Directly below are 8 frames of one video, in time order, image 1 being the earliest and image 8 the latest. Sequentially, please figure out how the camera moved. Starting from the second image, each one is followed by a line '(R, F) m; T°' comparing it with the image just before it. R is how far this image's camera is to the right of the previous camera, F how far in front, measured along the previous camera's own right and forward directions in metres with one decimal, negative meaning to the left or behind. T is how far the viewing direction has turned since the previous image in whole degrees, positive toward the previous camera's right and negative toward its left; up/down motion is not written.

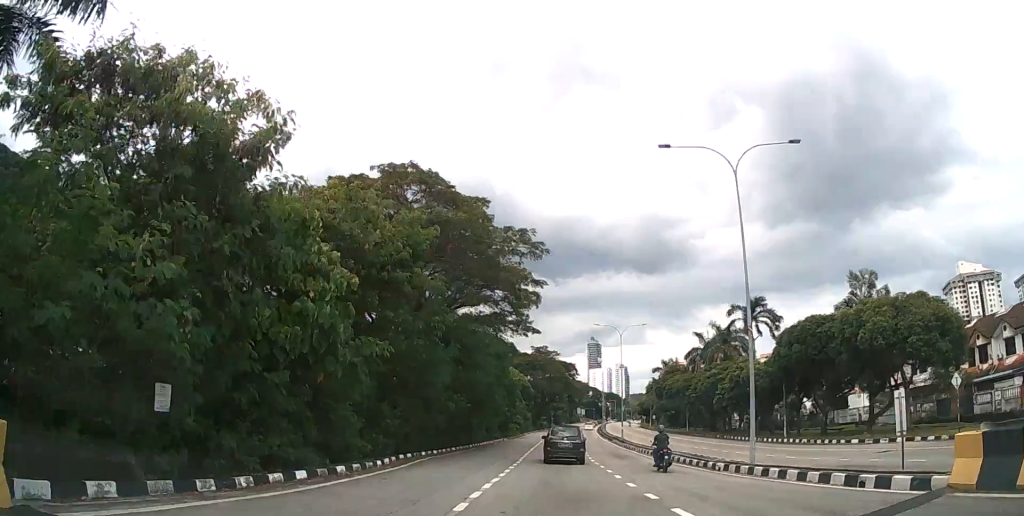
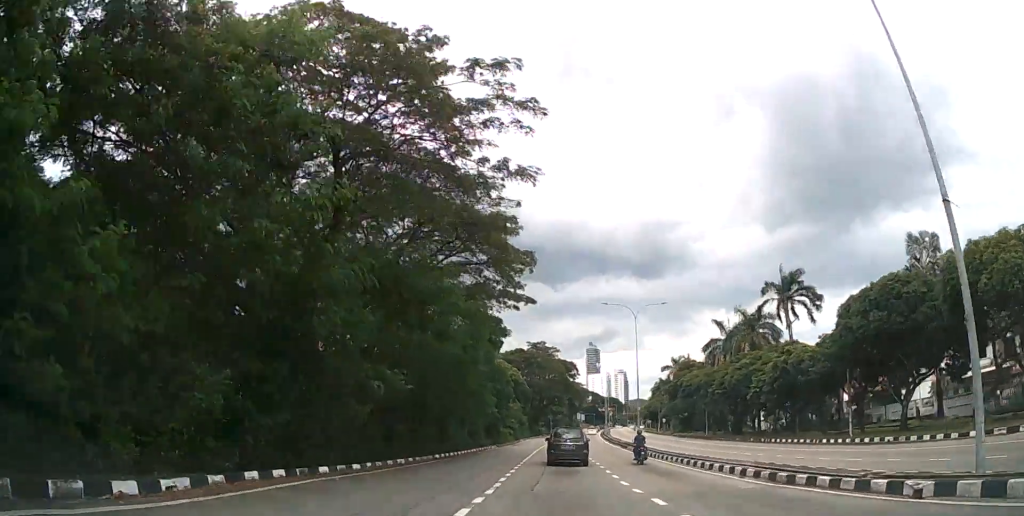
(-0.1, +11.8) m; 0°
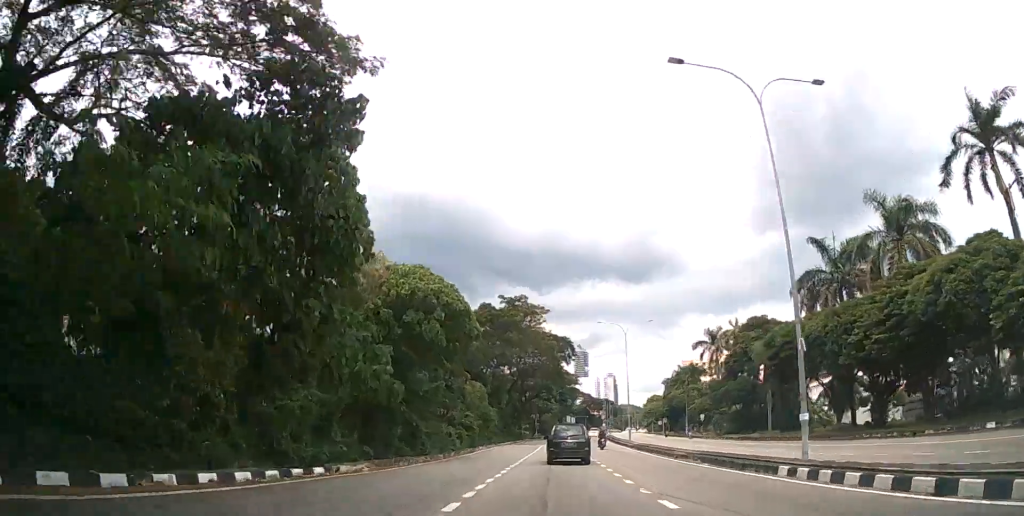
(+0.4, +34.5) m; +2°
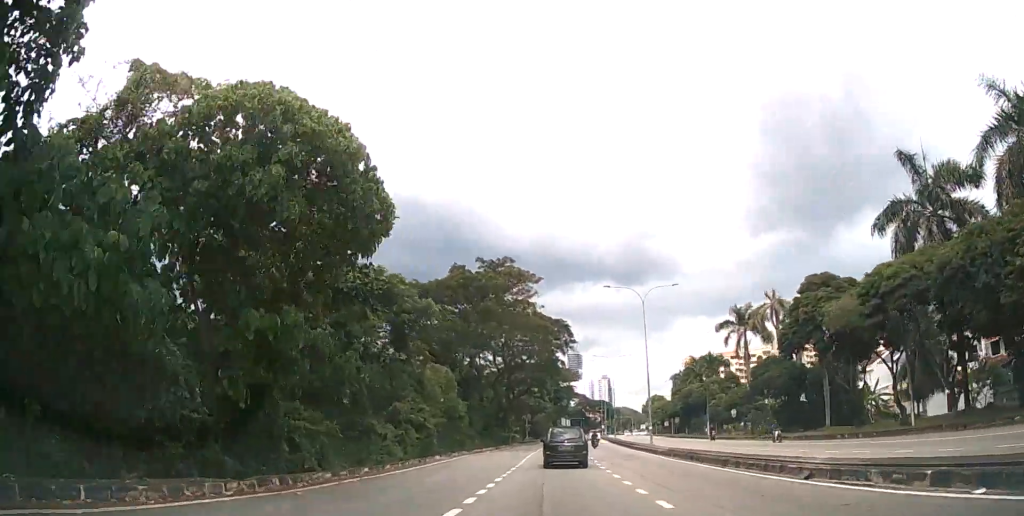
(+0.1, +15.2) m; +1°
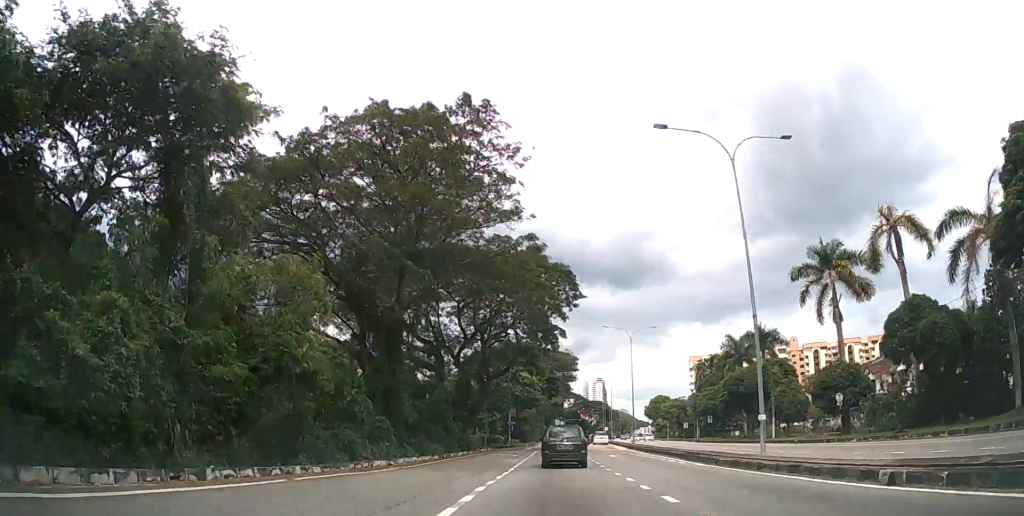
(+0.1, +23.7) m; +1°
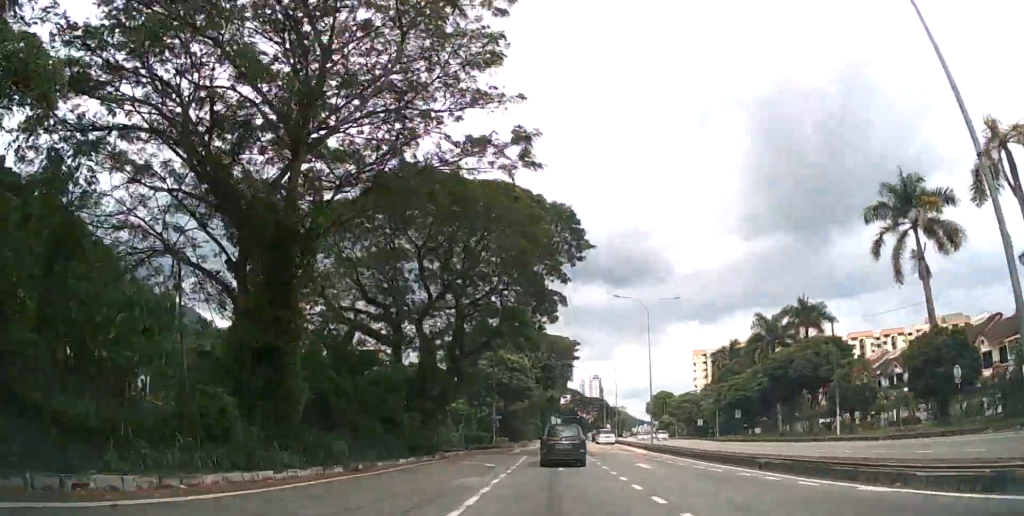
(+0.1, +12.5) m; 0°
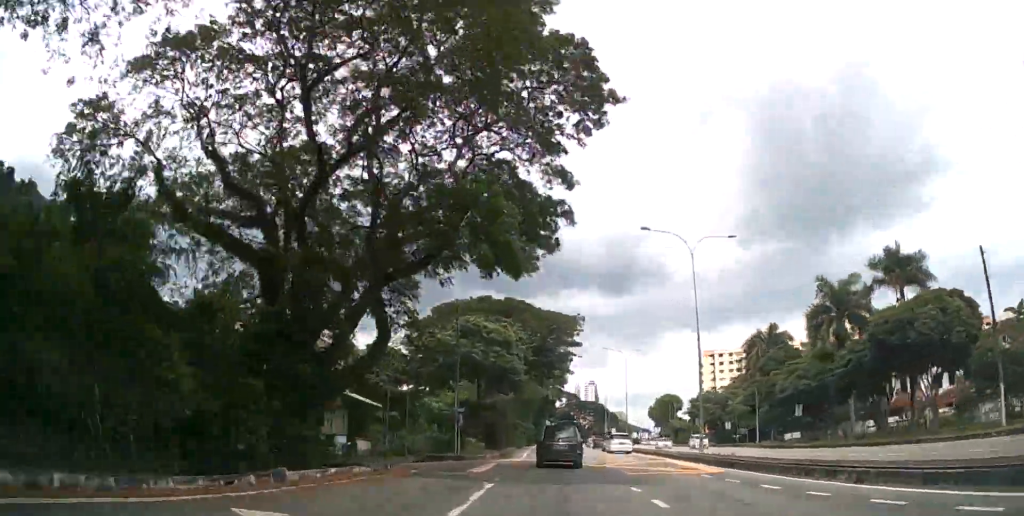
(+0.1, +16.7) m; 0°
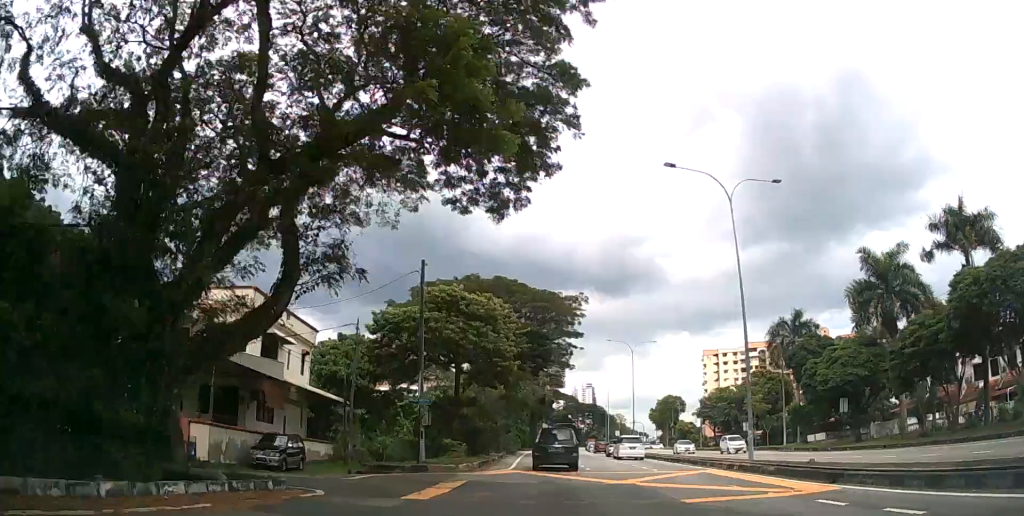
(0.0, +8.0) m; 0°
